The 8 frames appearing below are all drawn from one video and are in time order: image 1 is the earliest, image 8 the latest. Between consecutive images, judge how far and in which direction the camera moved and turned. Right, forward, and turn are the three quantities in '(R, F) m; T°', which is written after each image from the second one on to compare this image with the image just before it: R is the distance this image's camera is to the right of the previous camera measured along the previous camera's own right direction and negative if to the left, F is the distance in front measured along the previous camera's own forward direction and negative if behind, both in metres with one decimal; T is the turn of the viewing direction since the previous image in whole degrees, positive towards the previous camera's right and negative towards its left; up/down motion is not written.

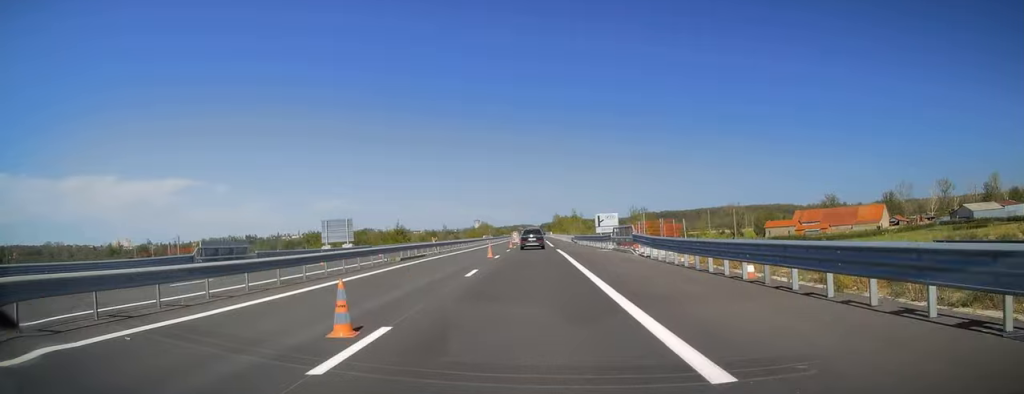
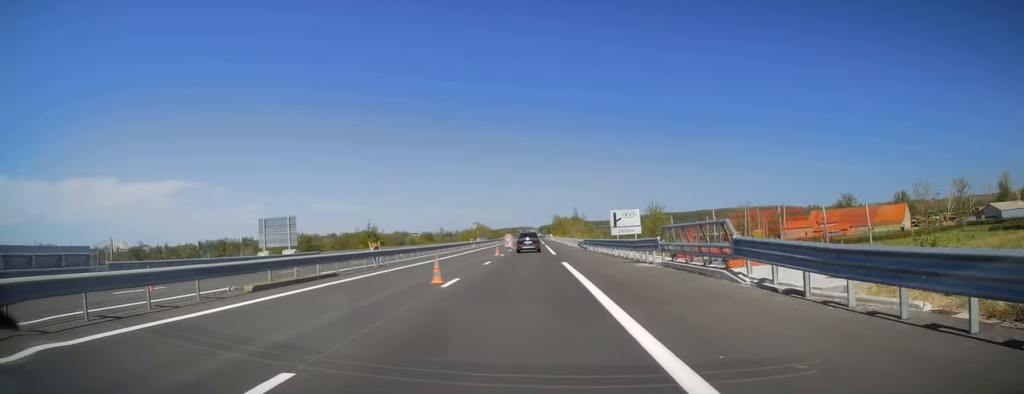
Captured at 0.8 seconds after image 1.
(0.0, +16.0) m; 0°
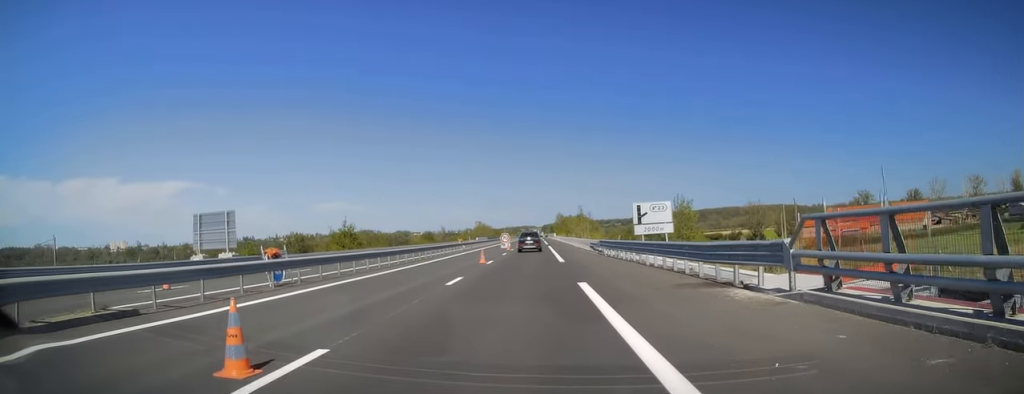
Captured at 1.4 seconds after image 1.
(0.0, +11.7) m; 0°
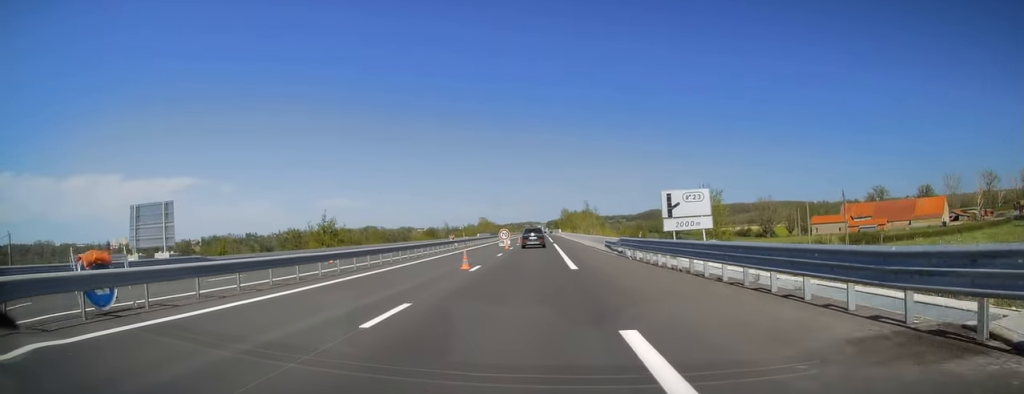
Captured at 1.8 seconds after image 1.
(0.0, +8.3) m; 0°
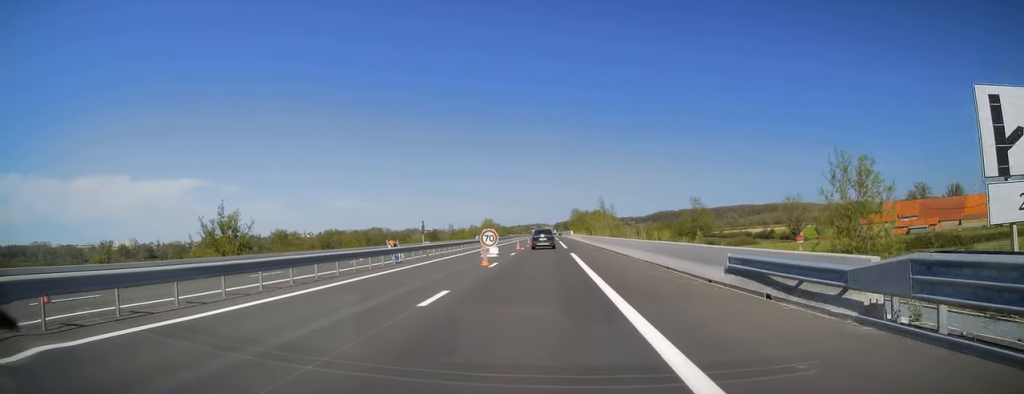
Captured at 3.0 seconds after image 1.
(-0.3, +23.4) m; -1°
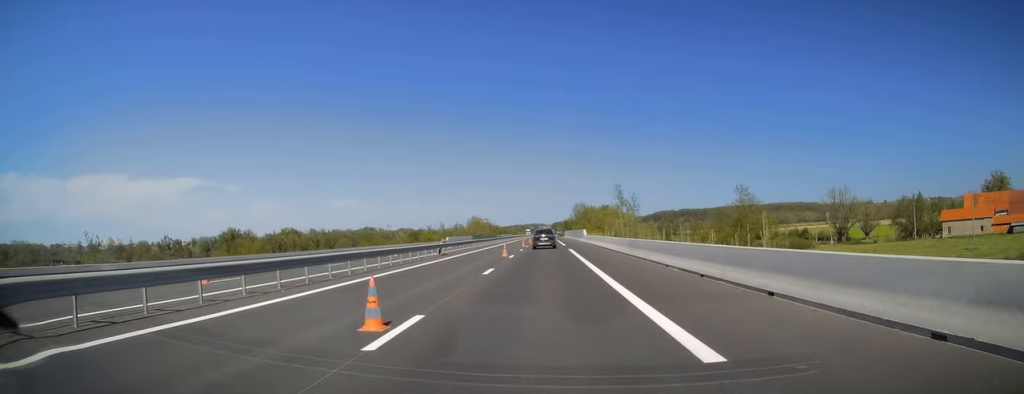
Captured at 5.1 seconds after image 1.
(-0.1, +43.4) m; 0°
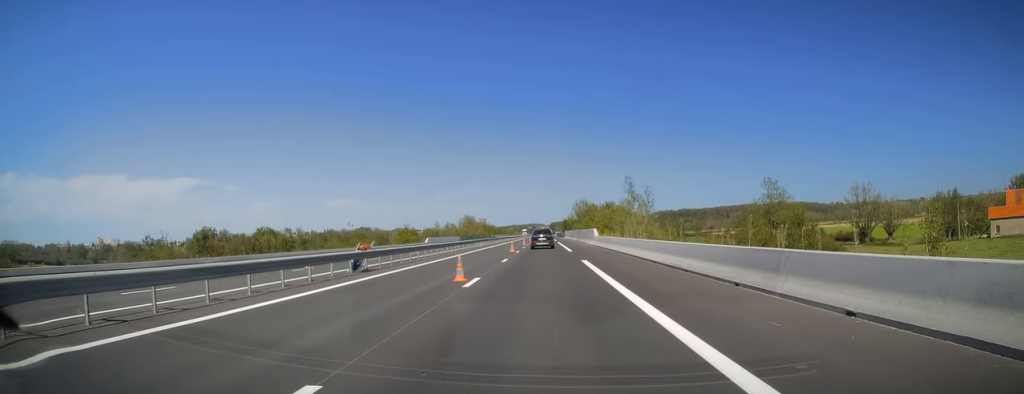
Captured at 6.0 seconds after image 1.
(+0.2, +17.7) m; +1°
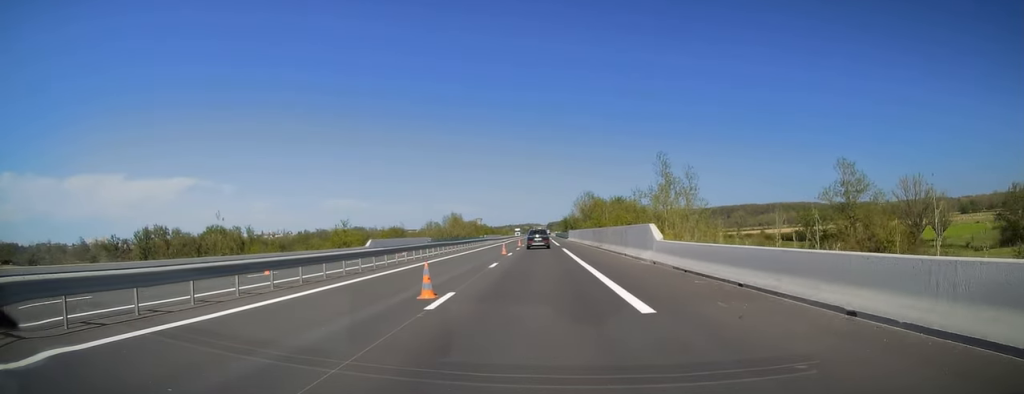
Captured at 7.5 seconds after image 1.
(+0.2, +30.4) m; 0°
